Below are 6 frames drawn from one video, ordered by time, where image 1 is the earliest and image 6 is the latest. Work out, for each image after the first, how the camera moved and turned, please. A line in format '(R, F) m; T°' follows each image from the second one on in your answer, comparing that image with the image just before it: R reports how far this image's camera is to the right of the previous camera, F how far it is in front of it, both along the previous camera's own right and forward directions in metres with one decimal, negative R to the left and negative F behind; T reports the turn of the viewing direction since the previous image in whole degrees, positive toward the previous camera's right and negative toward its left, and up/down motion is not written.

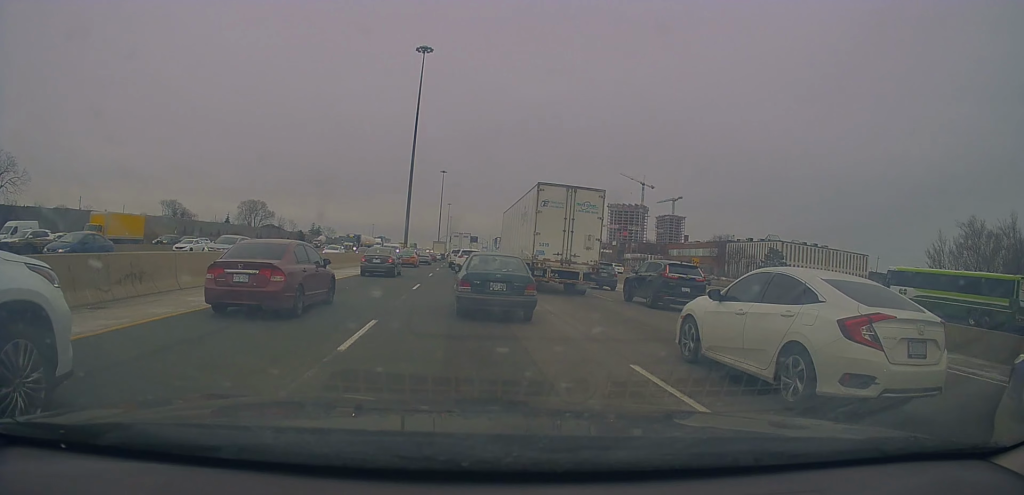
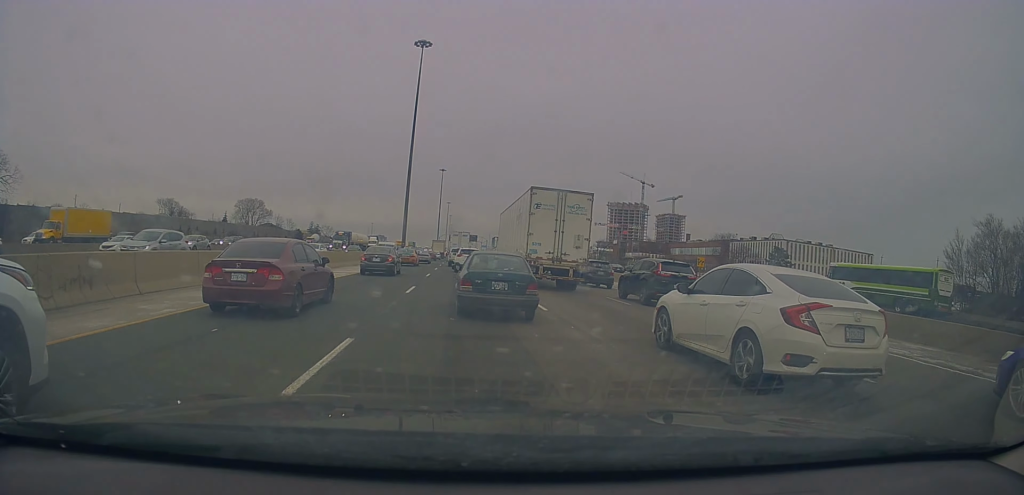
(0.0, +2.2) m; 0°
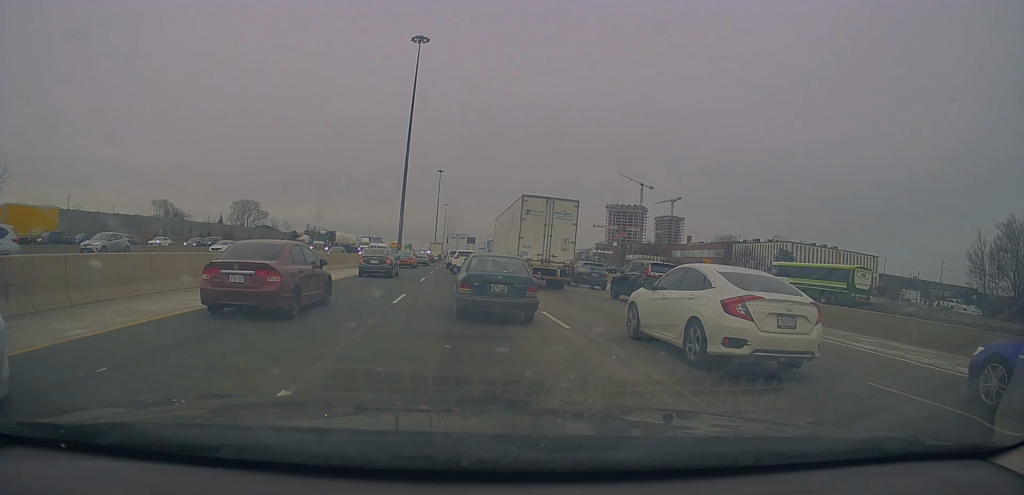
(+0.1, +3.0) m; 0°
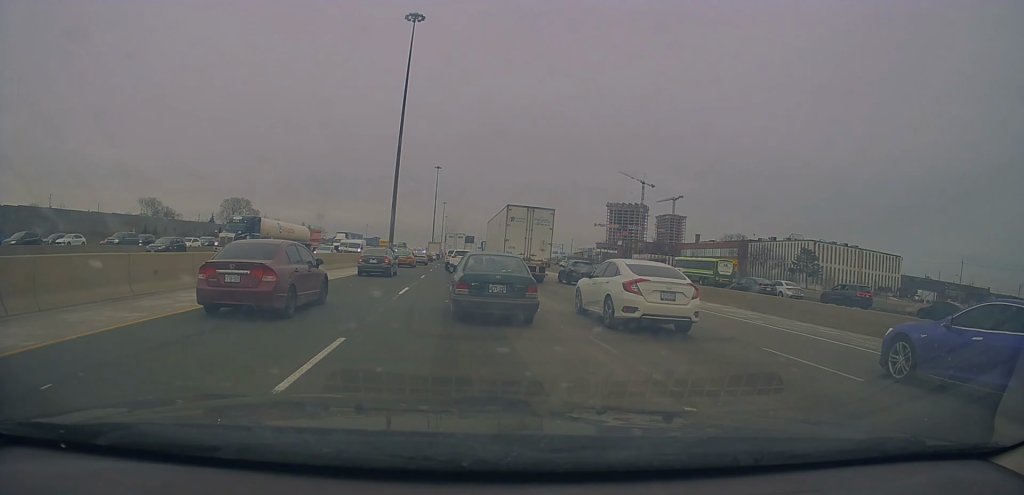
(-0.6, +8.7) m; -4°
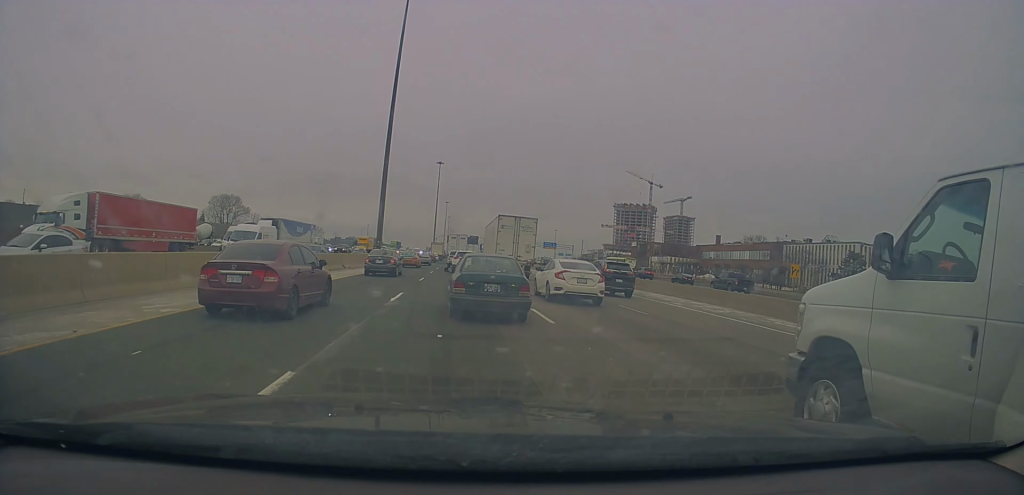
(+0.8, +15.4) m; +1°
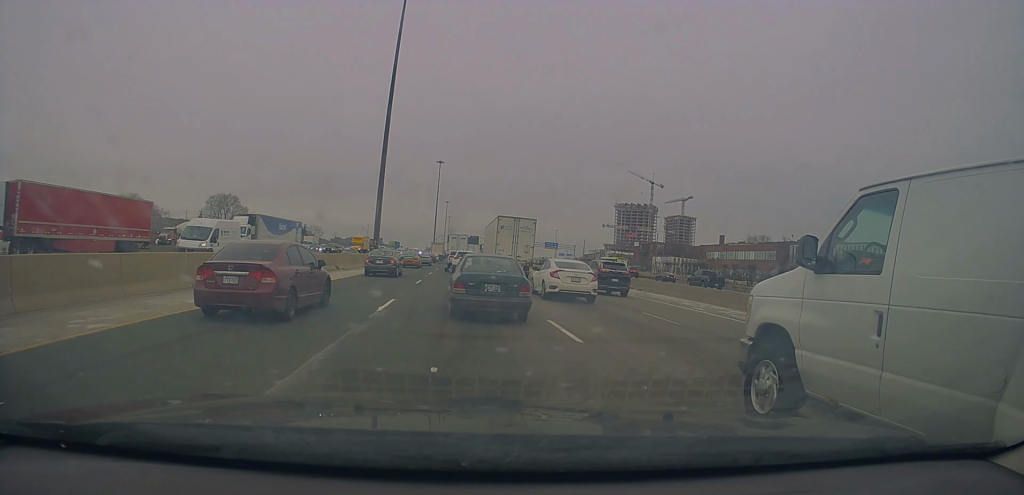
(-0.1, +2.5) m; -1°
